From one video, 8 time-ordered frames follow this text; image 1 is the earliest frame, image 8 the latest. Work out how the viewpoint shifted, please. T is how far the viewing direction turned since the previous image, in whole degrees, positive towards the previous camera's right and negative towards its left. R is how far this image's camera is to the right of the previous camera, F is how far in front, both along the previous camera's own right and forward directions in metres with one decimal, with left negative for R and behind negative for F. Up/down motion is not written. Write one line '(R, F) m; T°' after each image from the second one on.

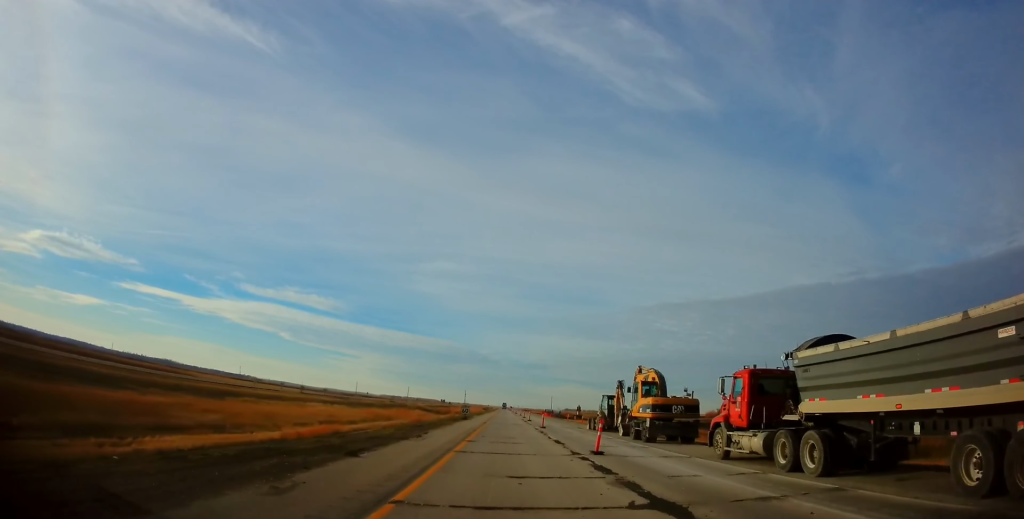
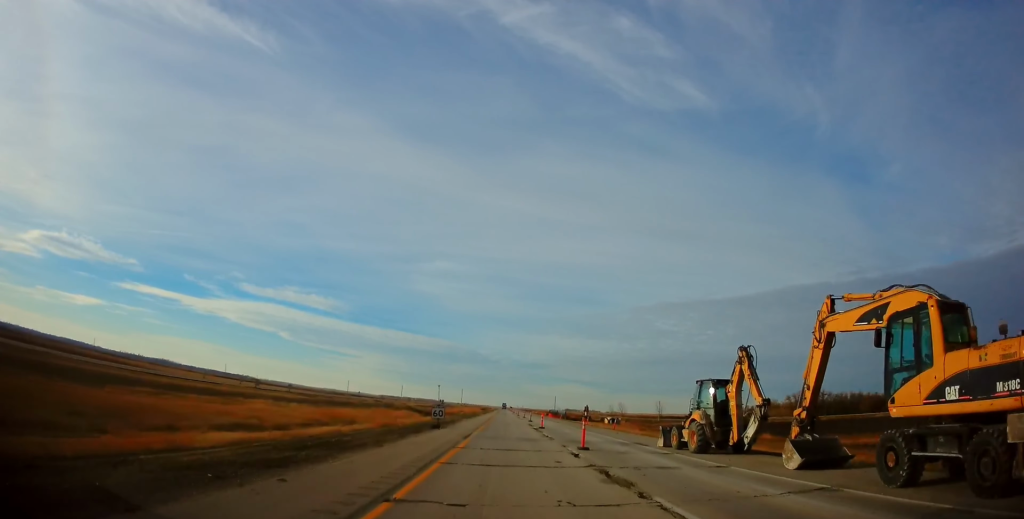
(0.0, +21.3) m; 0°
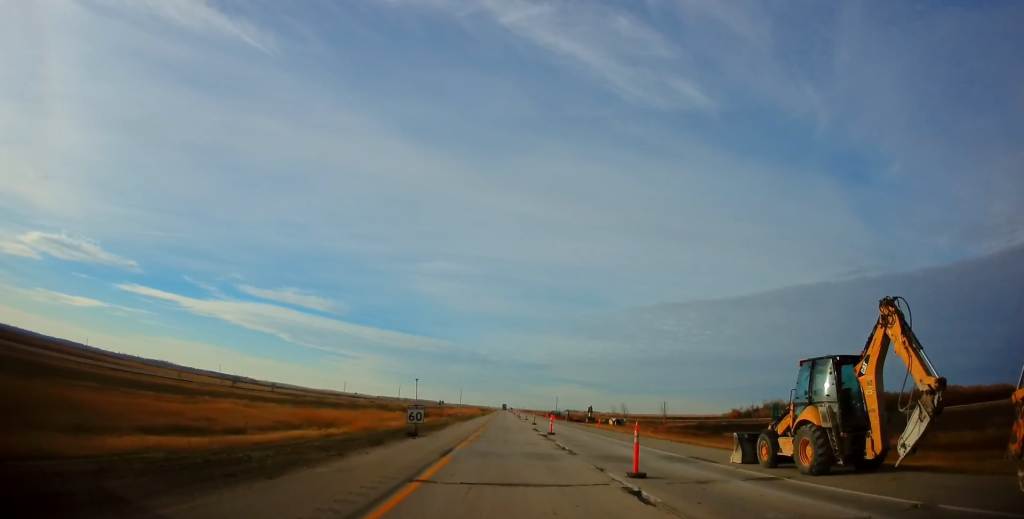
(0.0, +8.2) m; 0°
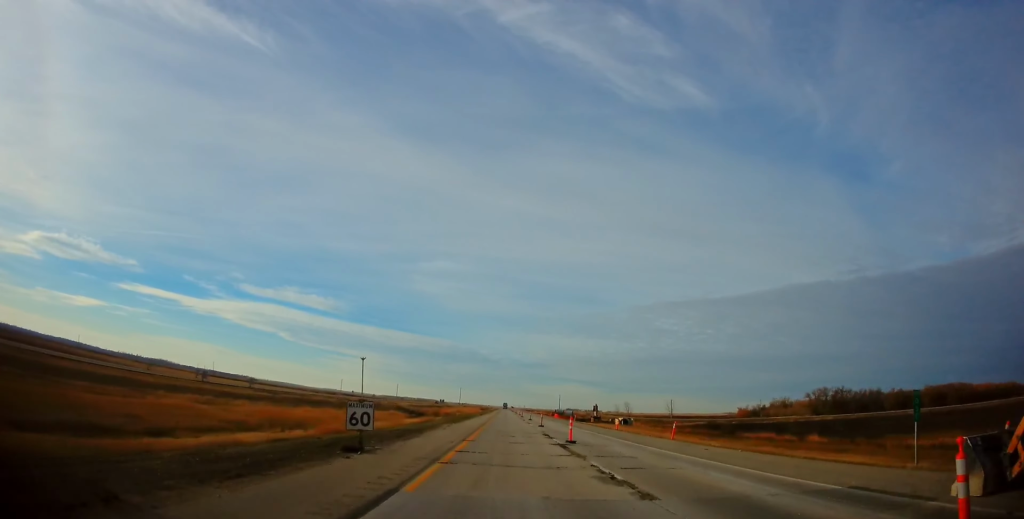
(-0.1, +9.5) m; 0°
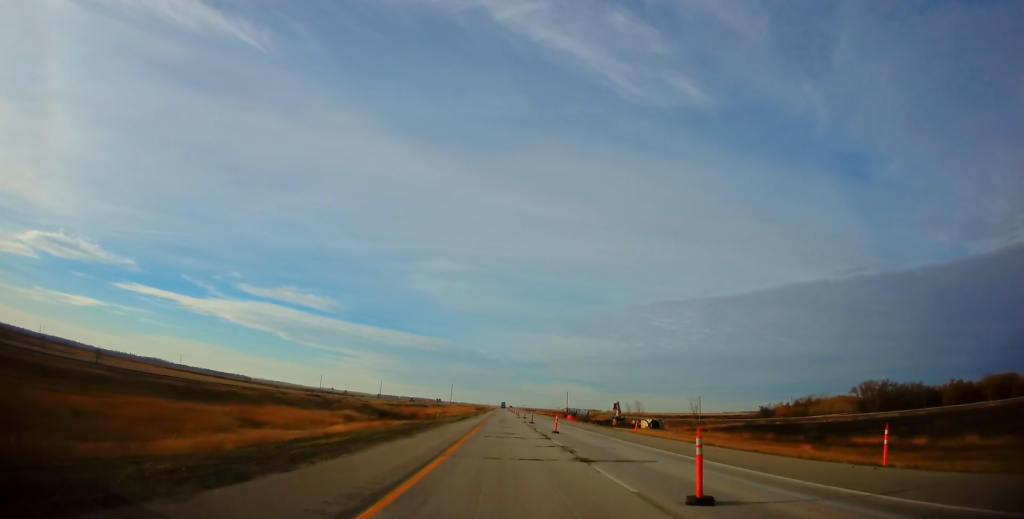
(+0.4, +38.1) m; +1°
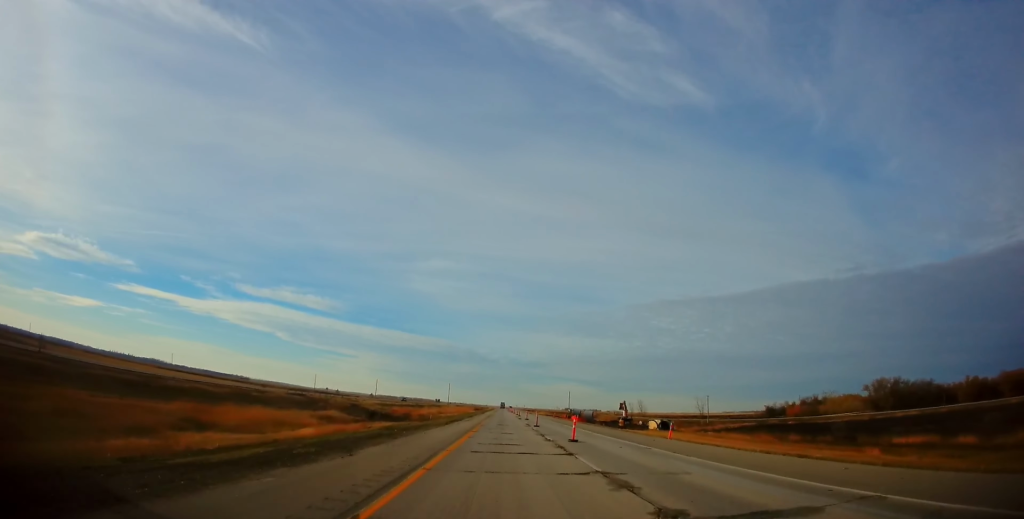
(0.0, +8.9) m; 0°
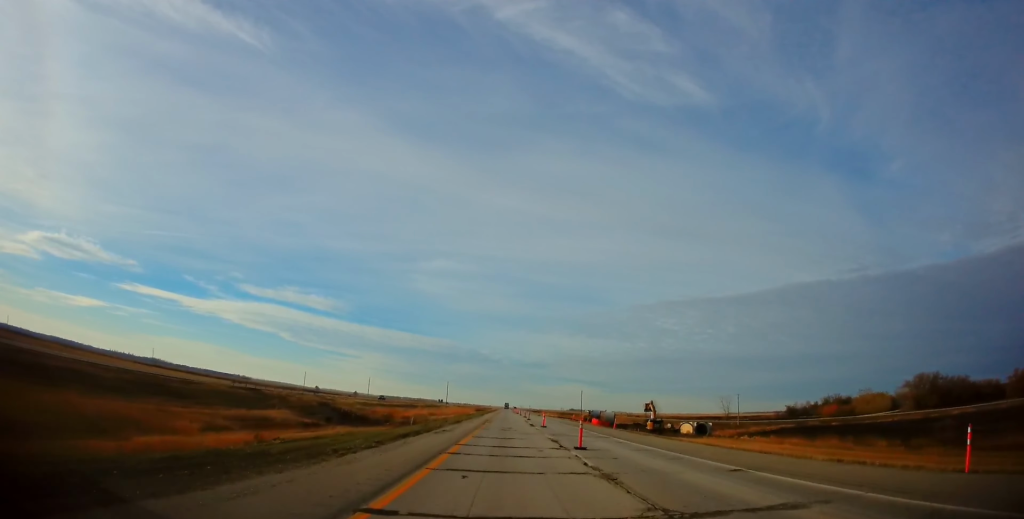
(0.0, +23.6) m; 0°
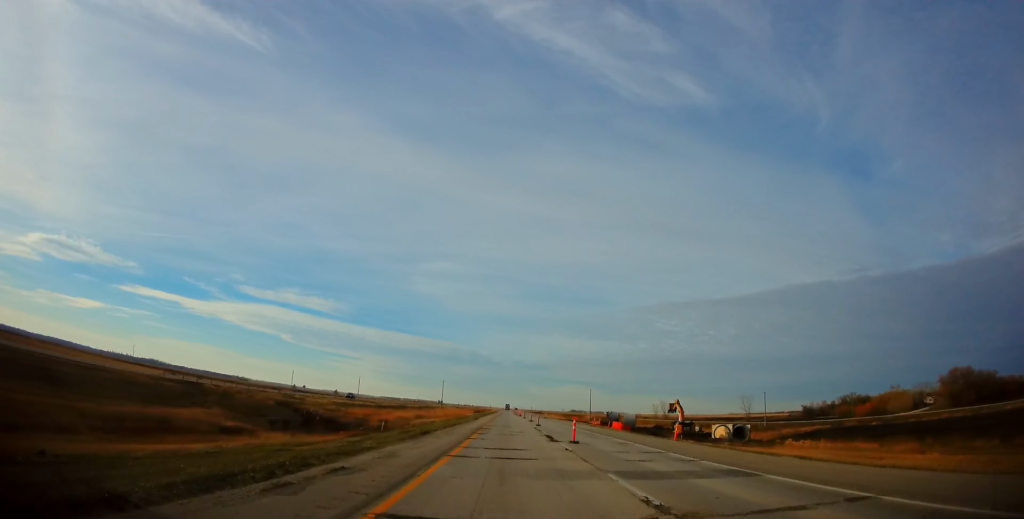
(-0.2, +18.4) m; 0°
